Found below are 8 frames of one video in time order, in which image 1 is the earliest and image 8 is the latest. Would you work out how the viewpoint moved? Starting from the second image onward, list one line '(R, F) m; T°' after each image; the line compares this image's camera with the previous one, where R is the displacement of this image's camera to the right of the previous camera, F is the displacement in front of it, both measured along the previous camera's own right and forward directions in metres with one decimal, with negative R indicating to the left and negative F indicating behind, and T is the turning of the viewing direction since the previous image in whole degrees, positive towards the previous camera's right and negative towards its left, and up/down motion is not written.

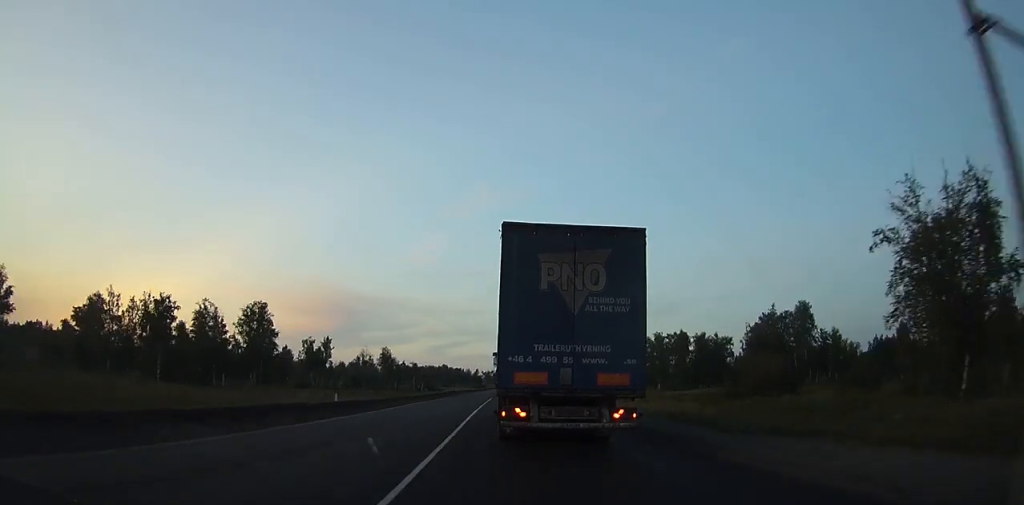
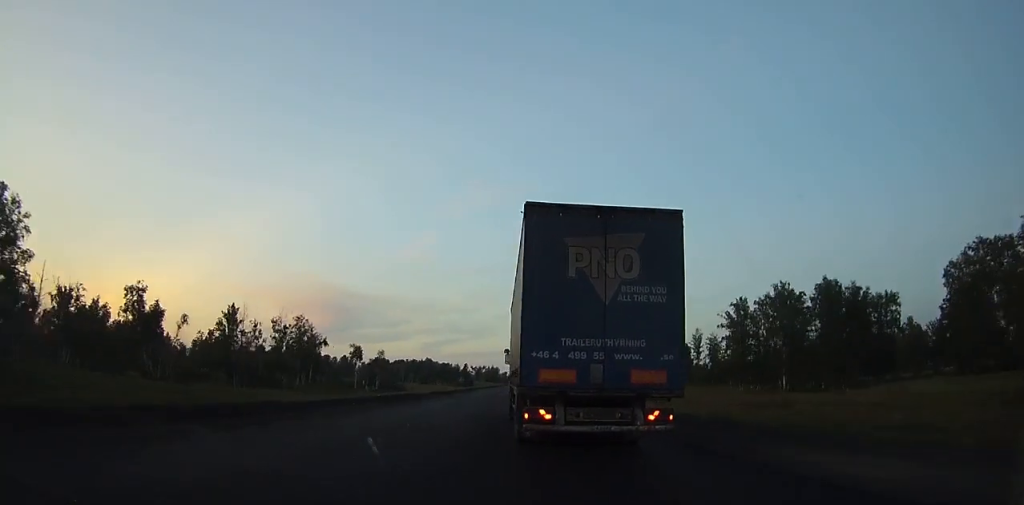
(+0.6, +80.3) m; 0°
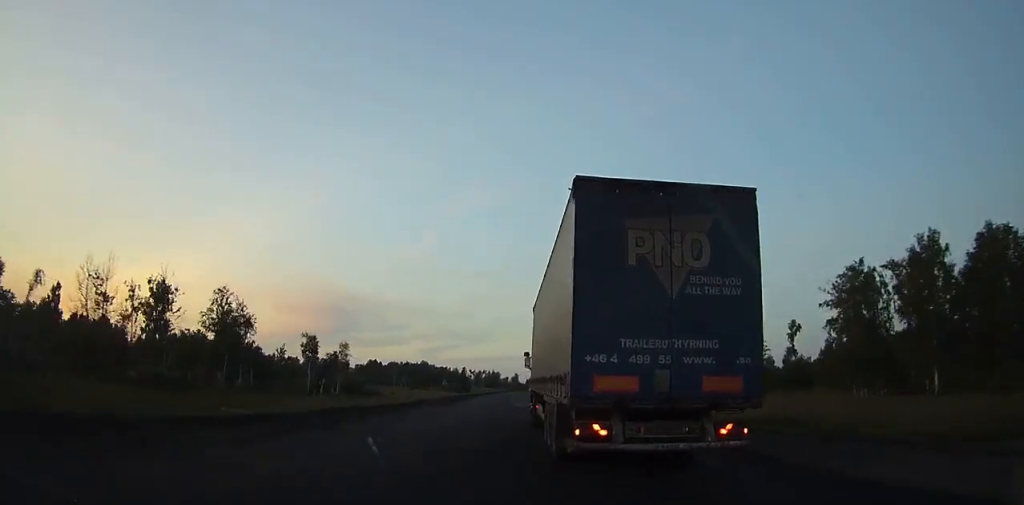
(-0.1, +35.4) m; 0°
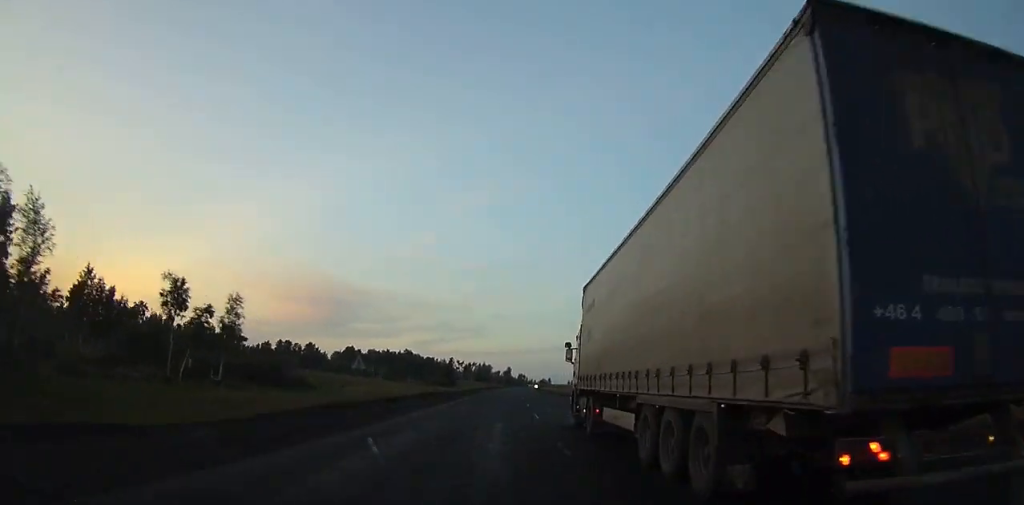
(+0.2, +44.0) m; +1°
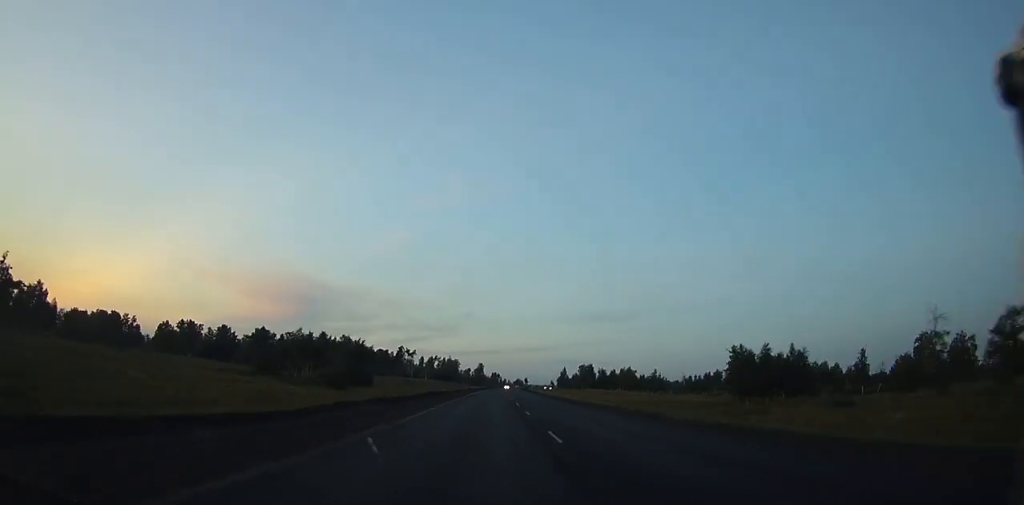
(+1.8, +103.2) m; +2°
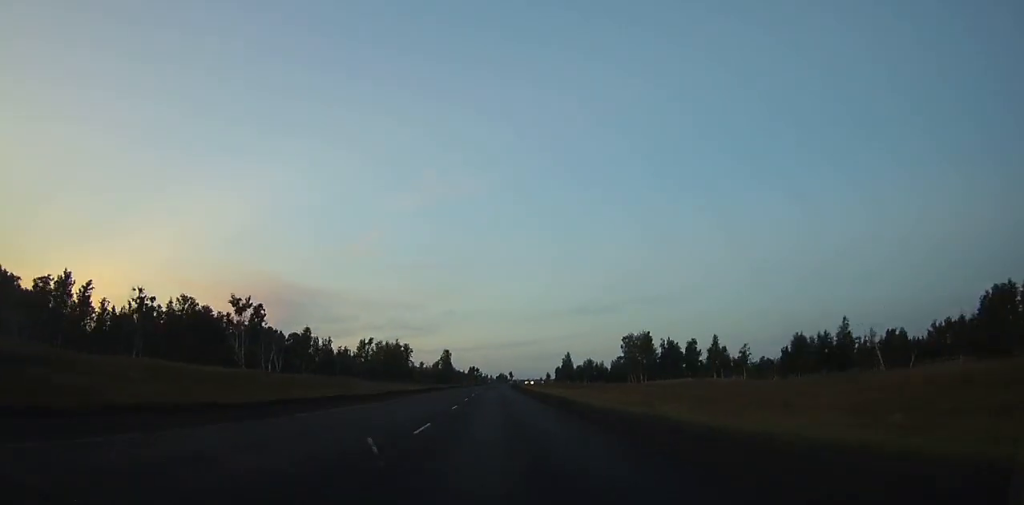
(+3.3, +138.4) m; +2°
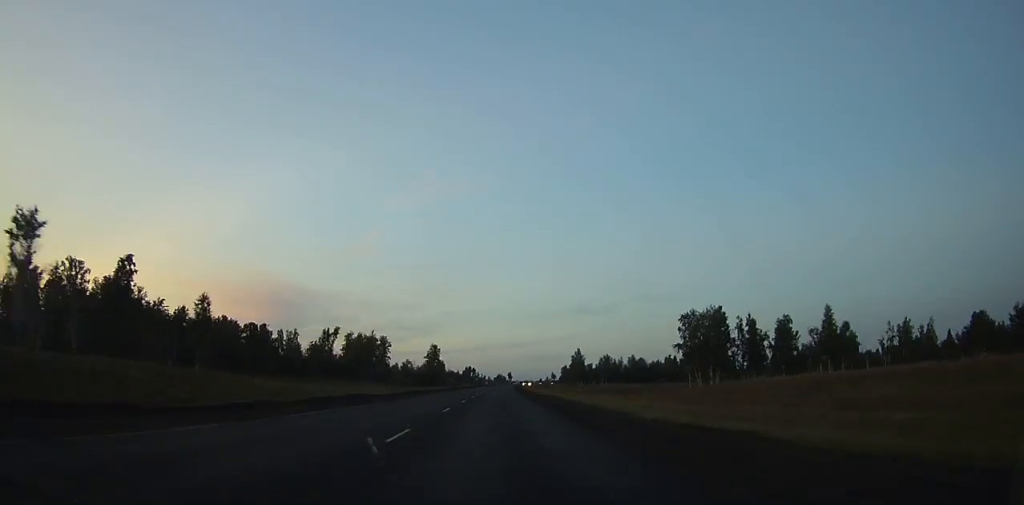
(0.0, +49.1) m; 0°
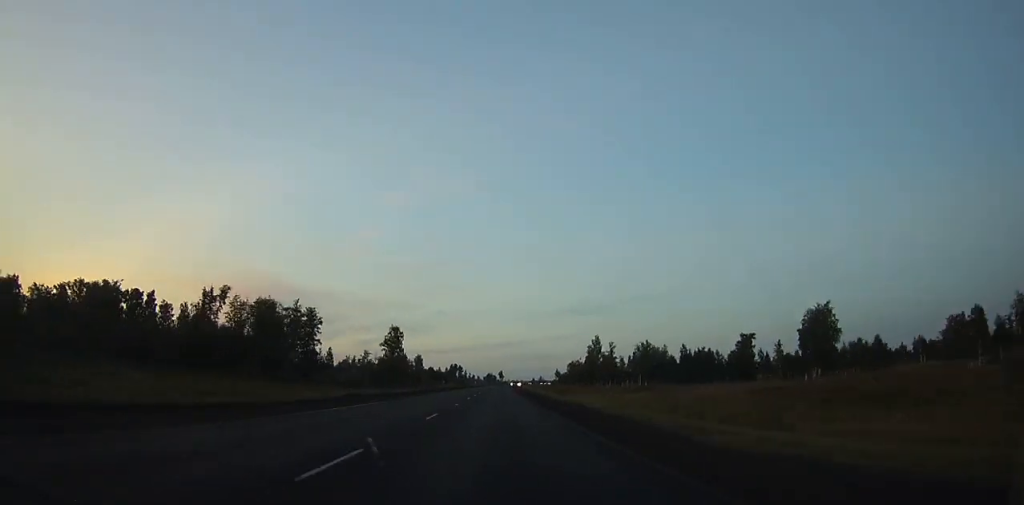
(+0.1, +77.5) m; +1°
